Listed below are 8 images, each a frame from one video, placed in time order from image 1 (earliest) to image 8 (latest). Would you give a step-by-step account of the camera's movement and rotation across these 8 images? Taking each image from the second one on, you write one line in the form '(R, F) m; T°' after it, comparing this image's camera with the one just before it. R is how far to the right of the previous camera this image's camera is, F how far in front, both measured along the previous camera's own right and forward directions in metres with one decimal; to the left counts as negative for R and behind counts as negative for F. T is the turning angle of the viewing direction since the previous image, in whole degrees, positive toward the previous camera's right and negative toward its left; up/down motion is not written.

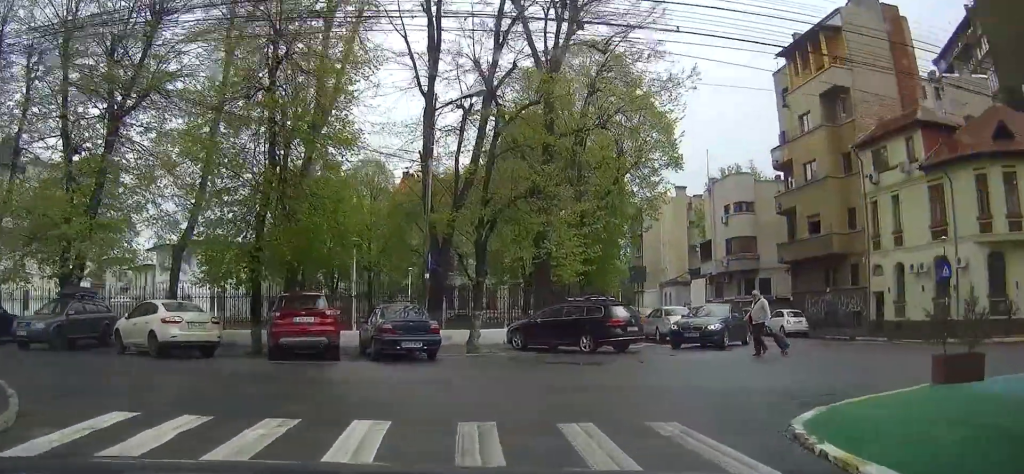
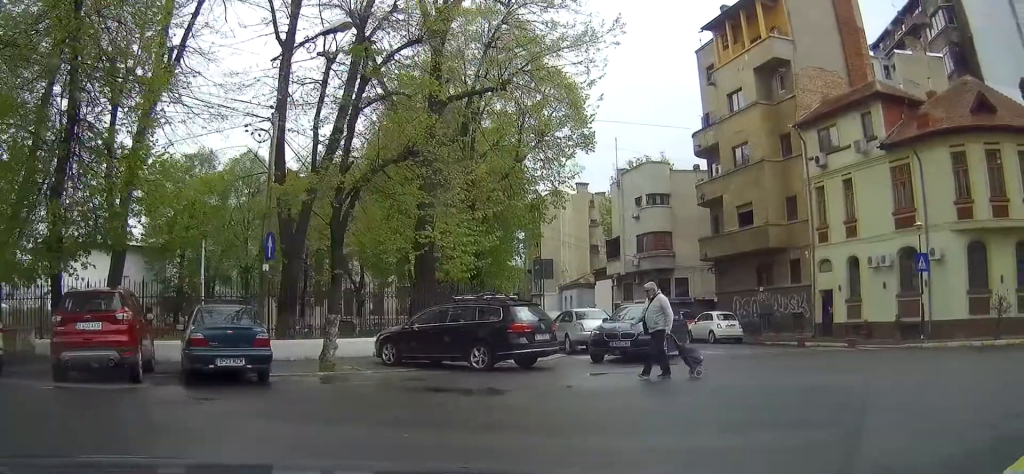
(+2.5, +6.0) m; +30°
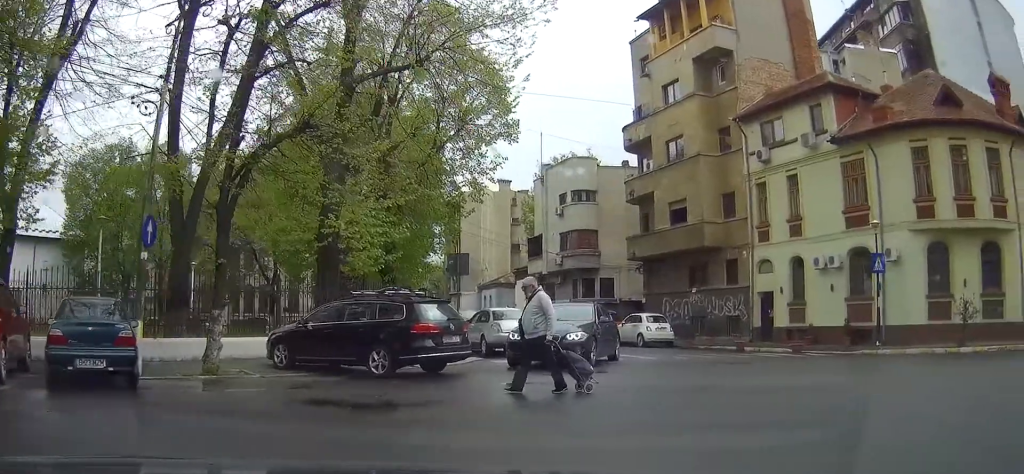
(0.0, +2.9) m; -2°
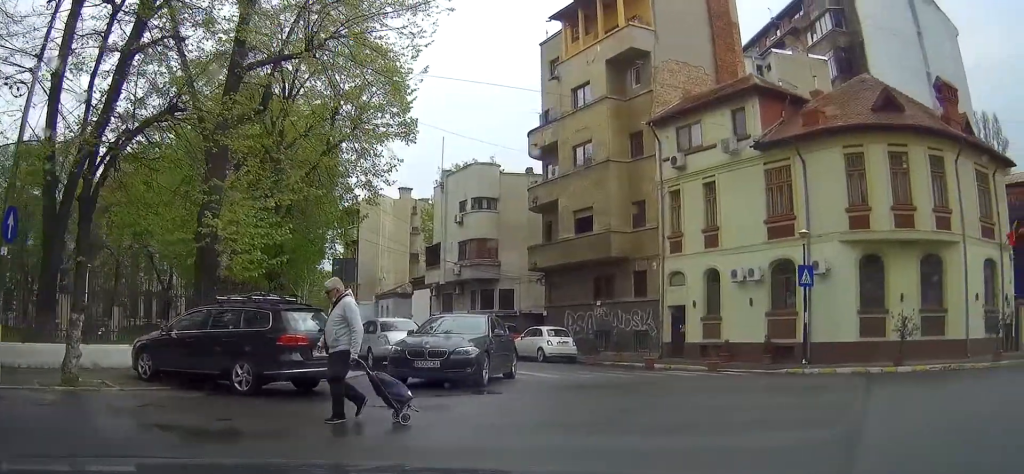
(-0.1, +3.0) m; -3°
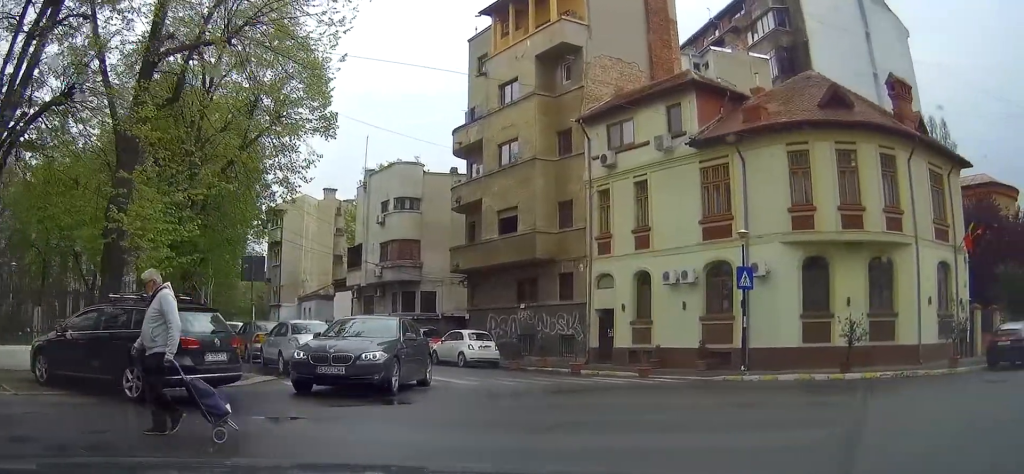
(-0.2, +2.0) m; +1°
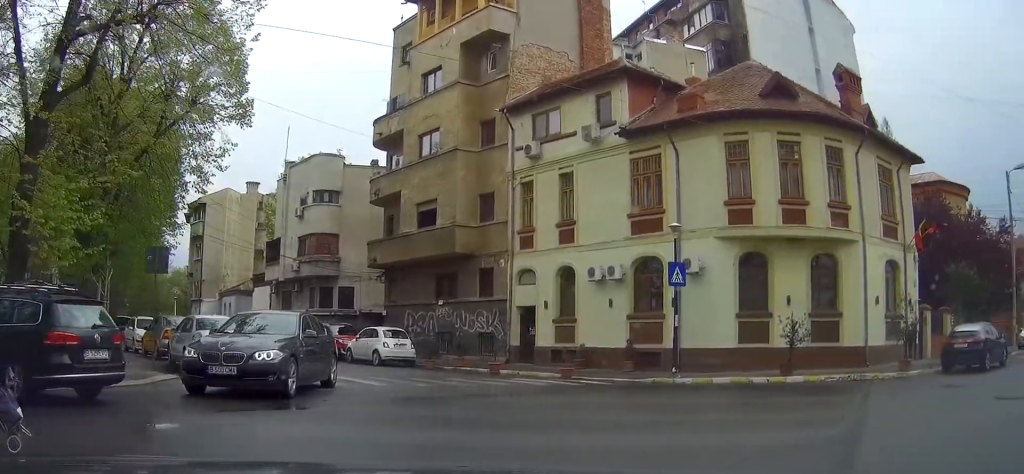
(0.0, +2.1) m; +3°
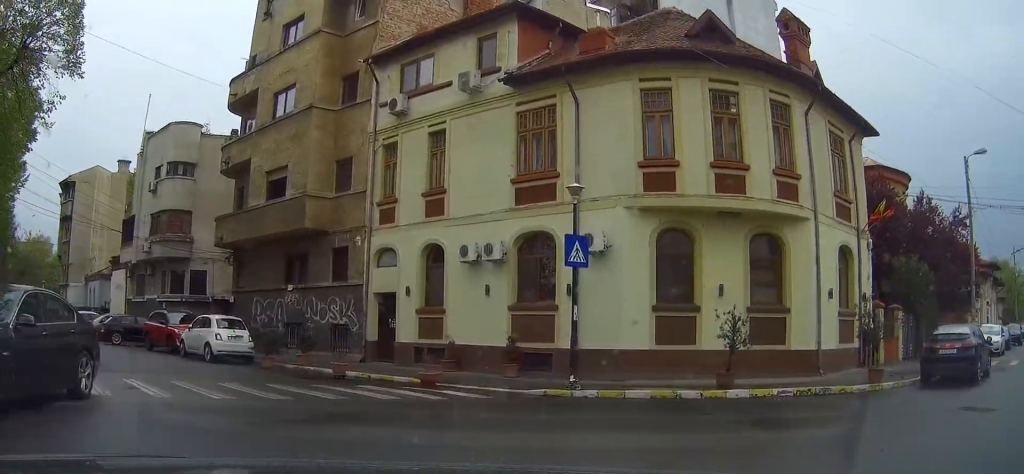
(+0.9, +5.5) m; +9°
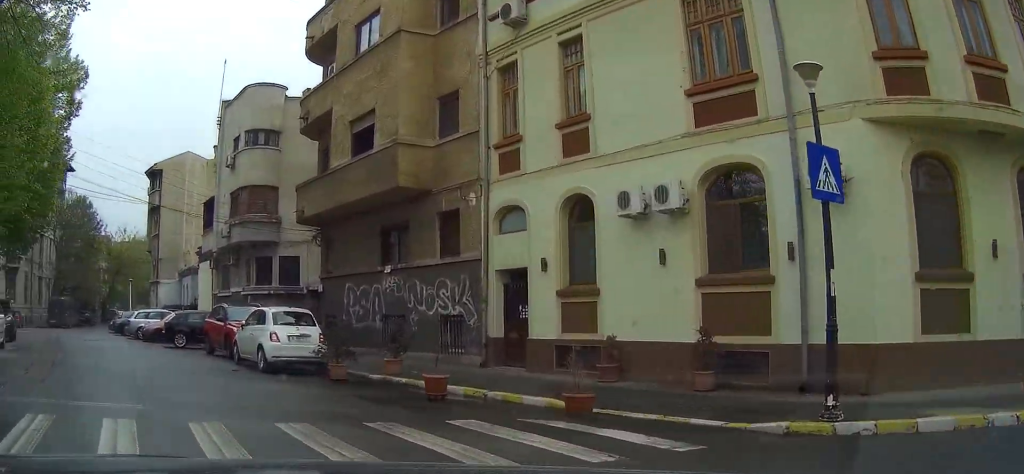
(-0.3, +6.2) m; -17°
